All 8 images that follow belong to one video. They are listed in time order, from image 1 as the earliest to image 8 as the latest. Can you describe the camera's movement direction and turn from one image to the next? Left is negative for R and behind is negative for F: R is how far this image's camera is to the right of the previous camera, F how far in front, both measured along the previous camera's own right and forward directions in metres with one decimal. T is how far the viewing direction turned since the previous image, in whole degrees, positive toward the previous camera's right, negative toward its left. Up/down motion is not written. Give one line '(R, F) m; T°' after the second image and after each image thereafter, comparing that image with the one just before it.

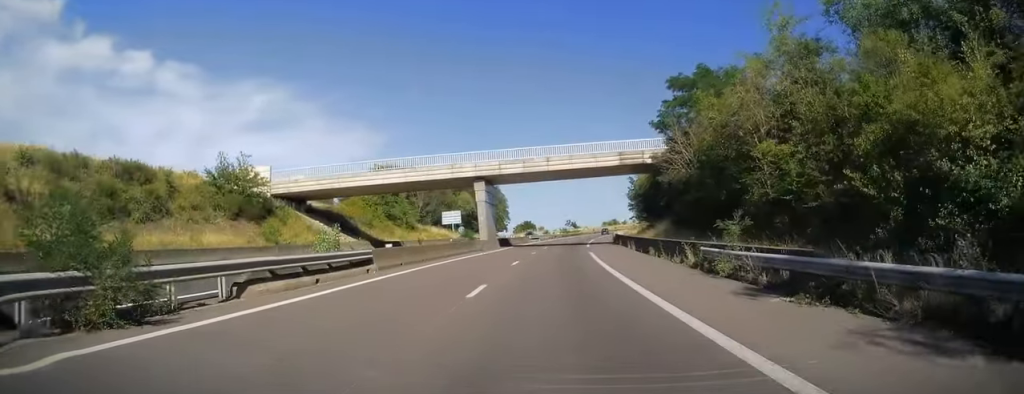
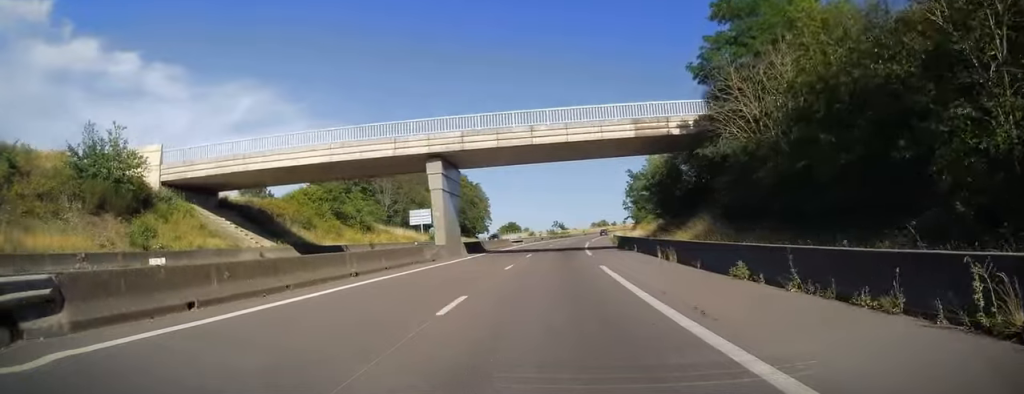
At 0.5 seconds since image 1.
(+0.1, +15.7) m; +1°
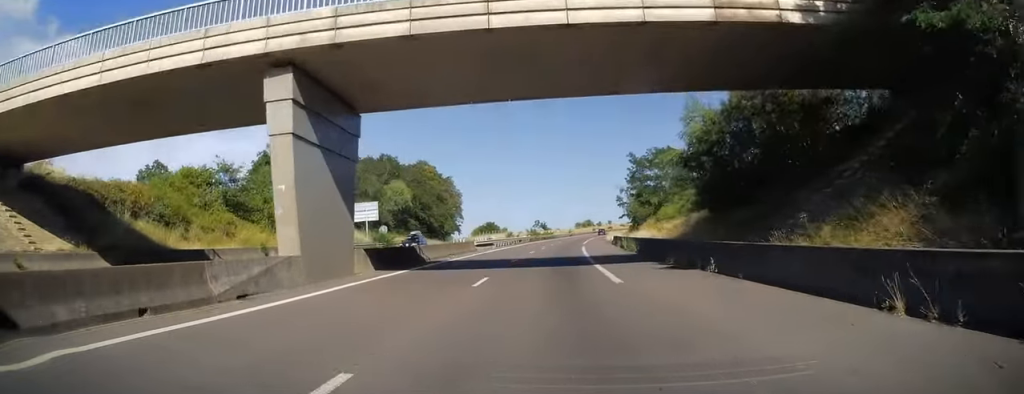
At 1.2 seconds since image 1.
(+0.2, +20.1) m; +2°
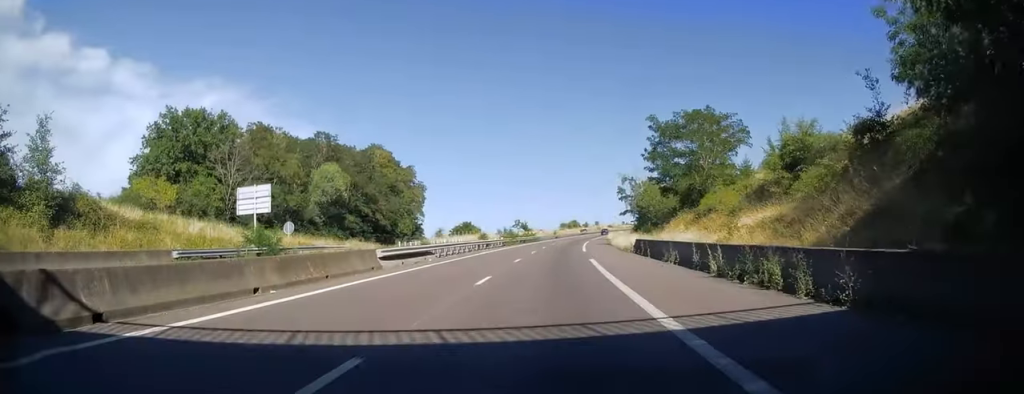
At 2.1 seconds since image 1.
(+0.7, +25.0) m; +2°
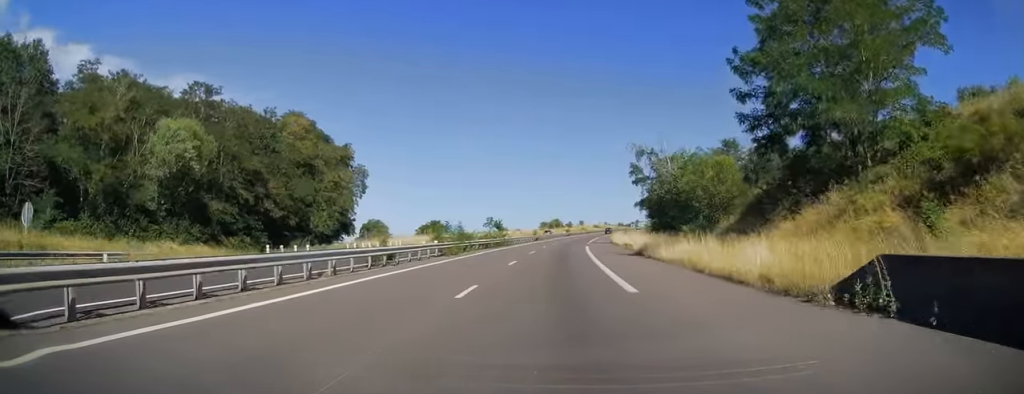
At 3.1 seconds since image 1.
(+0.6, +29.4) m; +2°
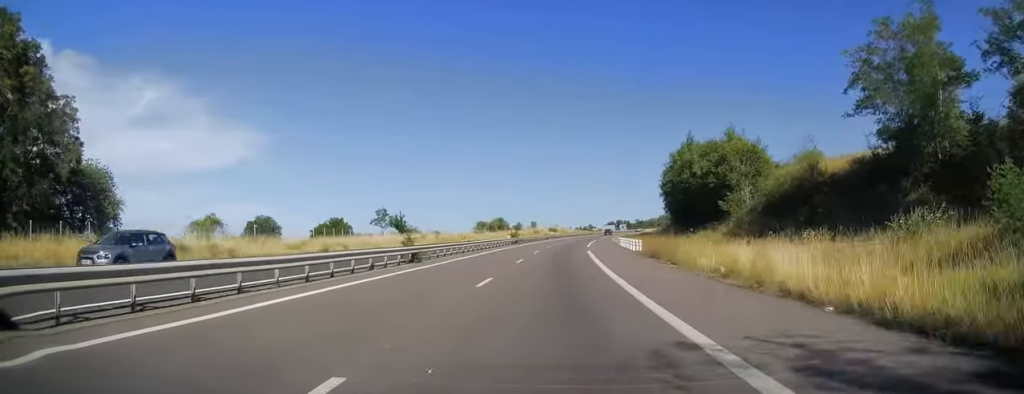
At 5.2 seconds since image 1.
(+2.9, +61.4) m; +5°
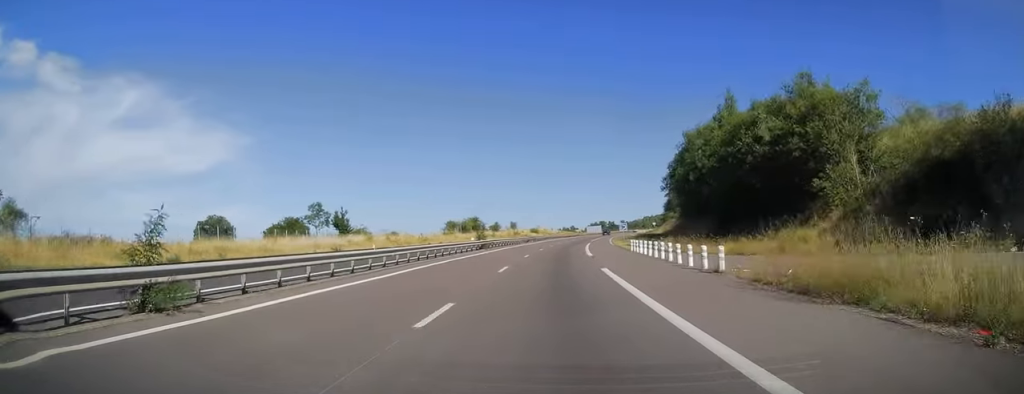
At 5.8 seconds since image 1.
(+0.1, +19.5) m; +1°
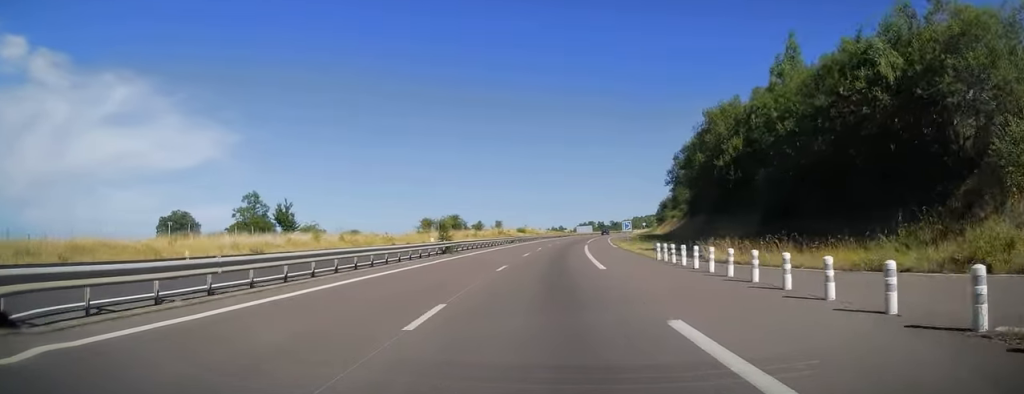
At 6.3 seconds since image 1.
(-0.2, +13.2) m; +1°
